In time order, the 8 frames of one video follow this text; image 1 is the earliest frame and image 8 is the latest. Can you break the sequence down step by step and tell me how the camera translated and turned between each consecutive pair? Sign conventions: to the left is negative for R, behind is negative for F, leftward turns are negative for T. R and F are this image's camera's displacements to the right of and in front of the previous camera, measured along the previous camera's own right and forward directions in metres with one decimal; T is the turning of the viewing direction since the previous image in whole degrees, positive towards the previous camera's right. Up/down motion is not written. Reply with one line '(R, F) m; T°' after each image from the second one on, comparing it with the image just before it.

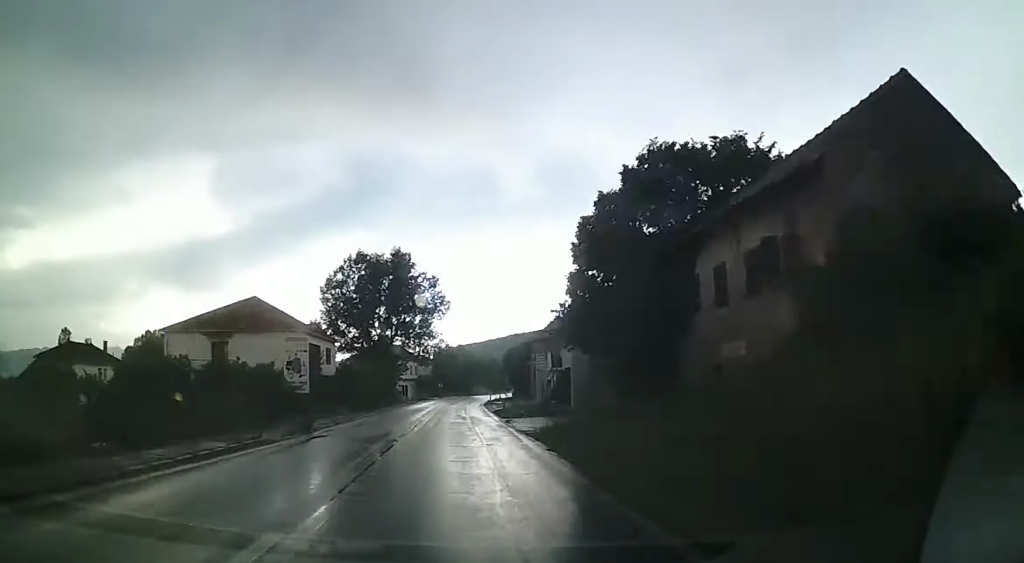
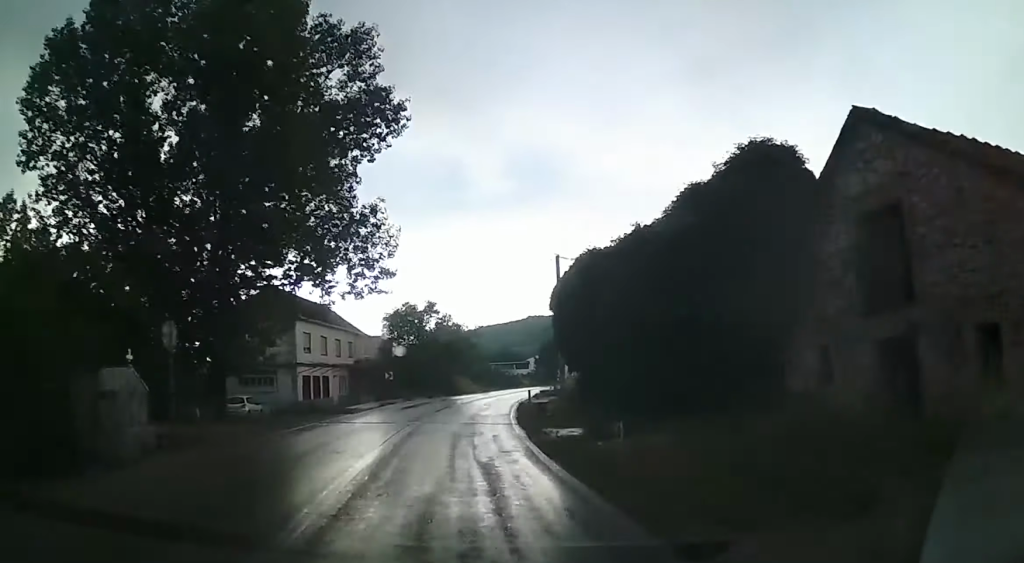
(0.0, +46.8) m; -7°
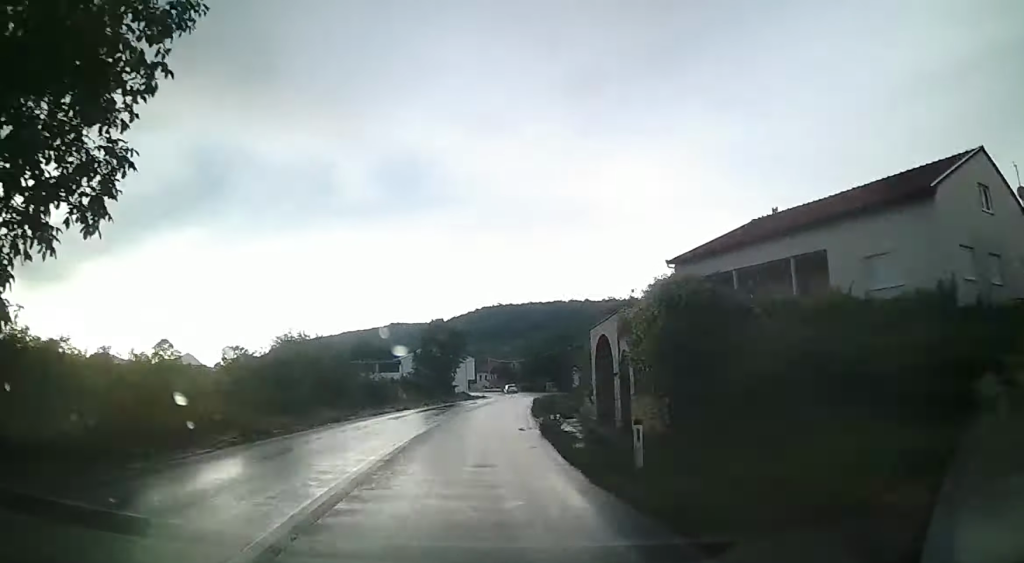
(-5.9, +51.5) m; -10°
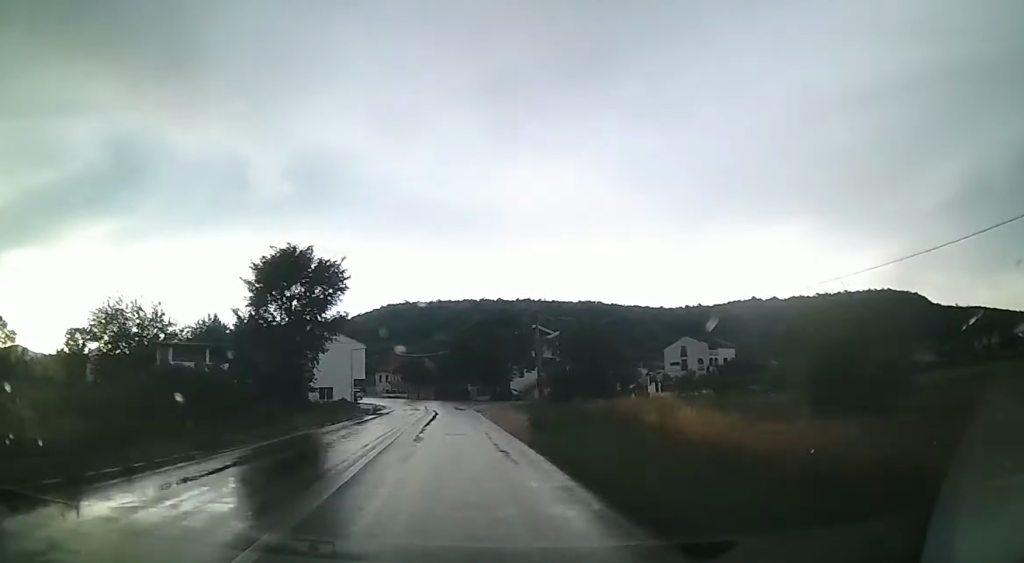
(-2.2, +34.2) m; +1°
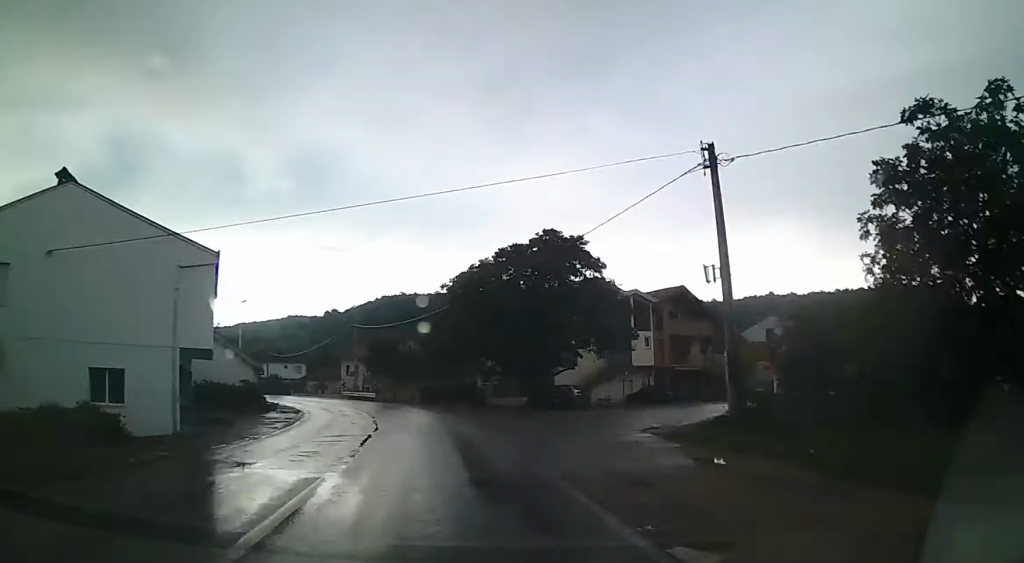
(-1.5, +35.9) m; +5°
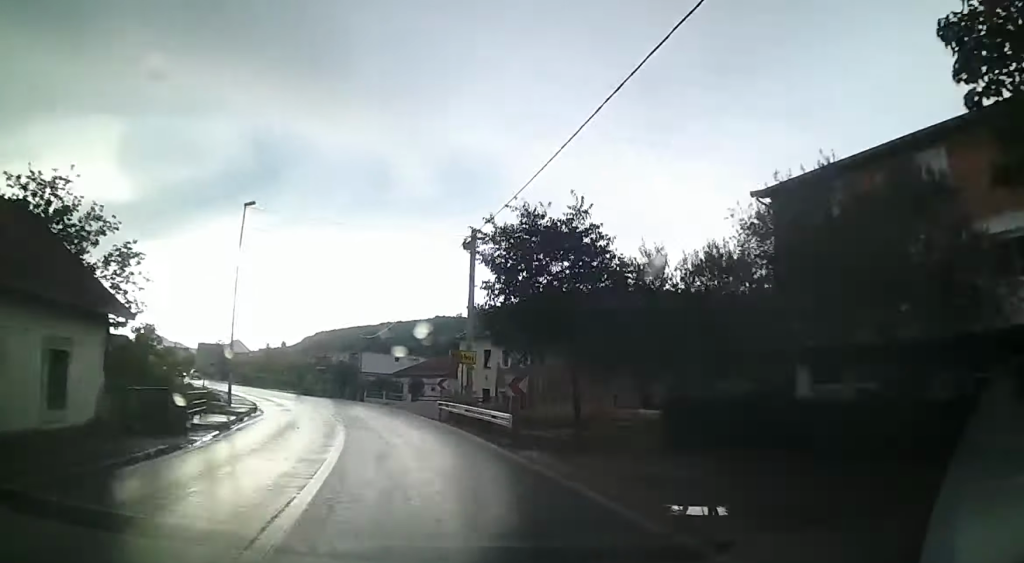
(+2.9, +37.8) m; +14°
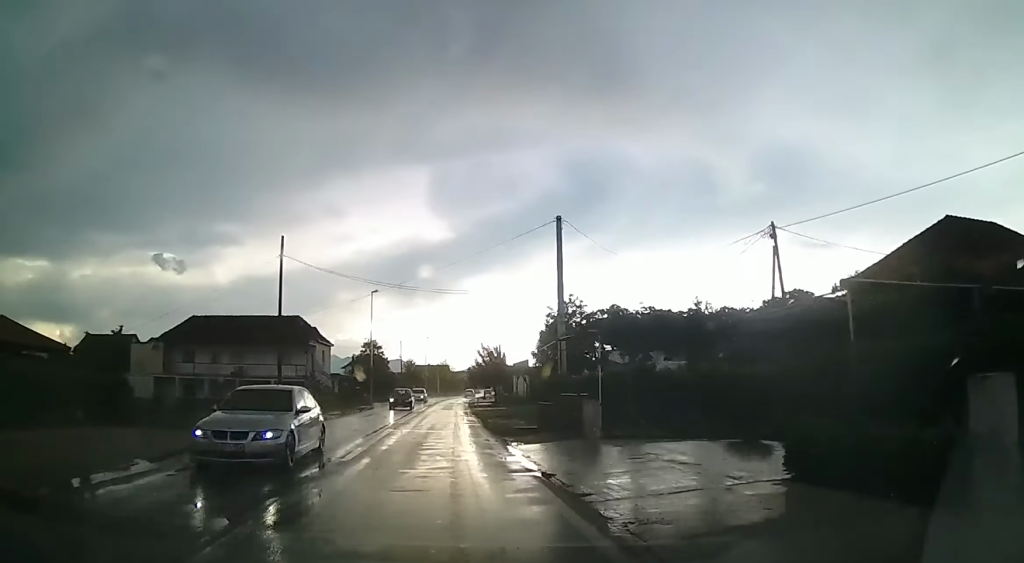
(+24.8, +90.7) m; +20°
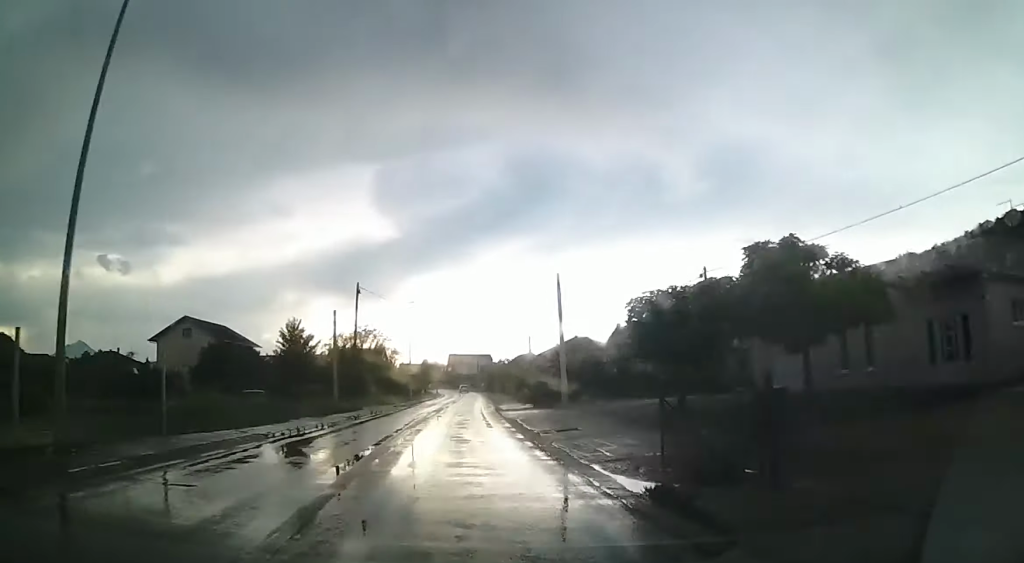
(+0.5, +97.1) m; -3°
